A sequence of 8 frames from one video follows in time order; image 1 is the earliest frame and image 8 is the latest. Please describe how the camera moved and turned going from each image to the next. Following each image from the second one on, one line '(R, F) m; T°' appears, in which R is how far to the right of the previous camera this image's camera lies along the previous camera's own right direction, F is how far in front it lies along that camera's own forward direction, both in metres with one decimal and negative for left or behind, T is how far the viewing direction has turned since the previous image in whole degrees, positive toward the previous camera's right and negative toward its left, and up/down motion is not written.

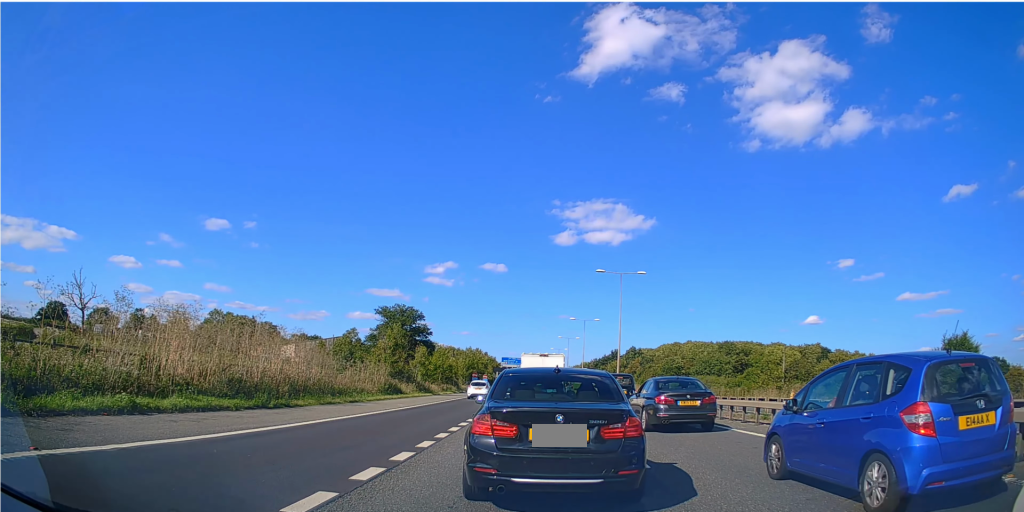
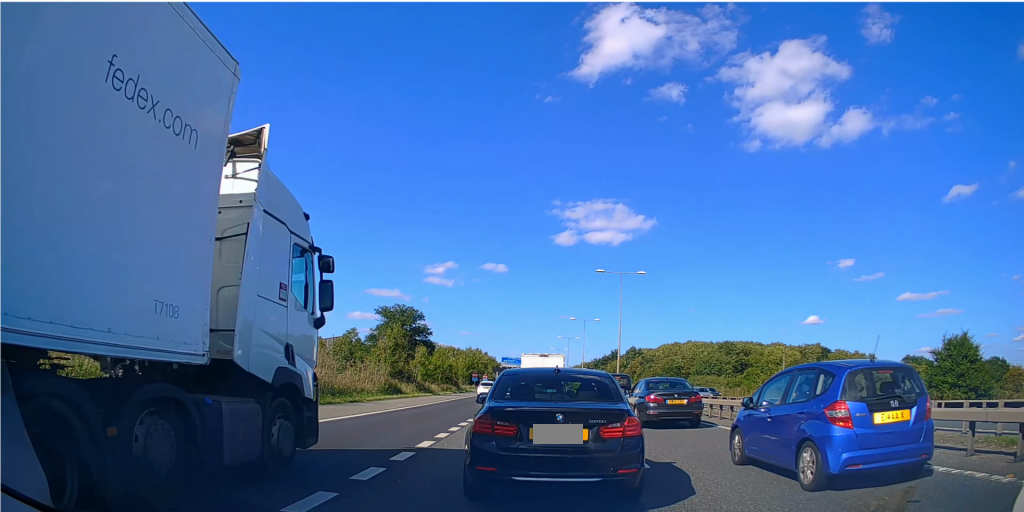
(0.0, 0.0) m; 0°
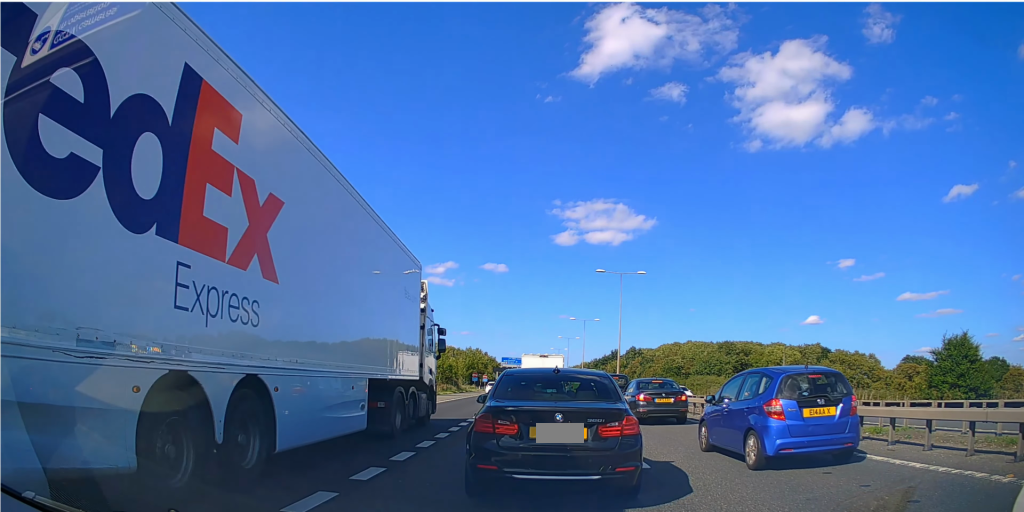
(0.0, 0.0) m; 0°
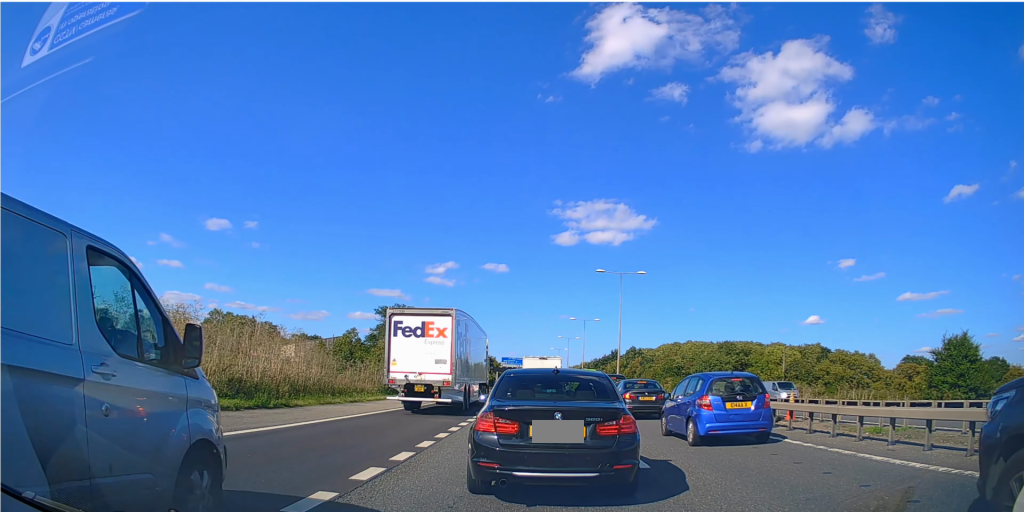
(0.0, 0.0) m; 0°
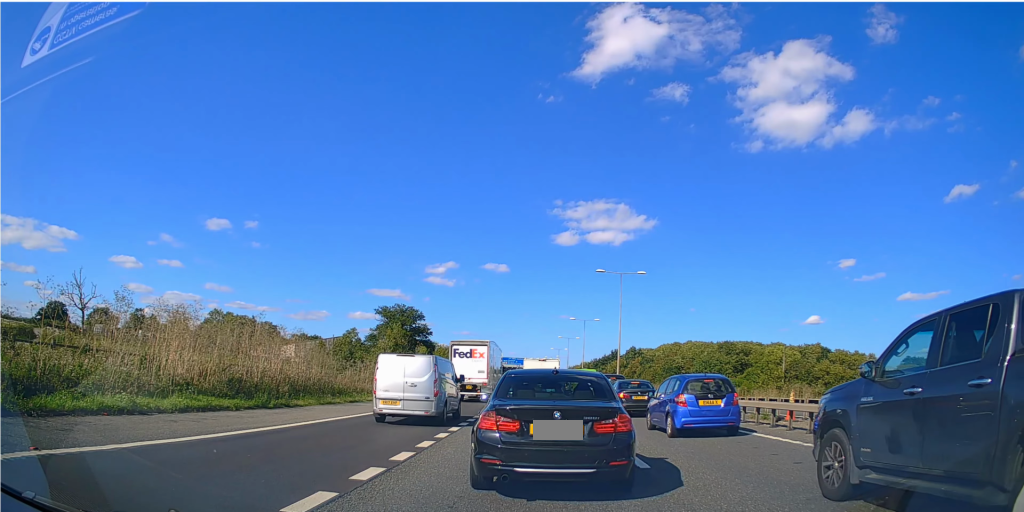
(0.0, 0.0) m; 0°
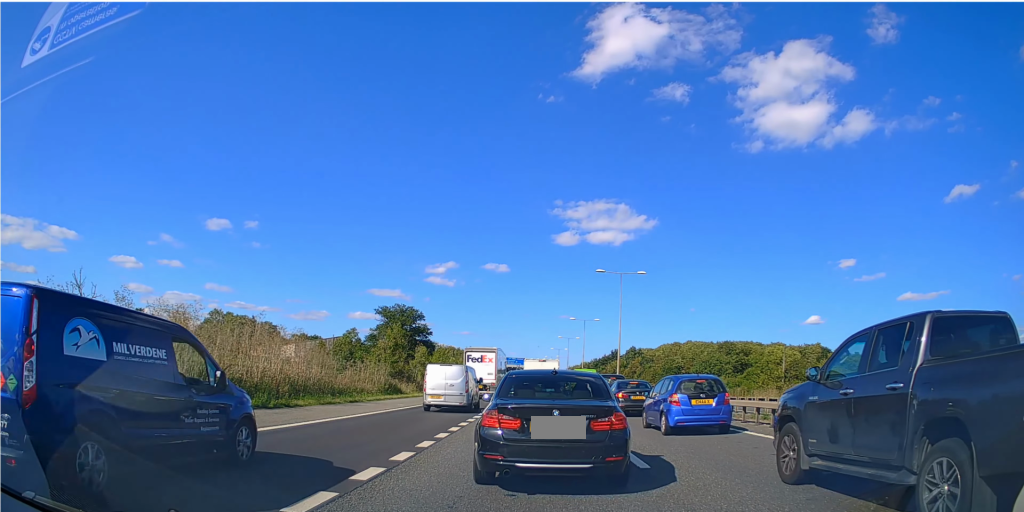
(0.0, 0.0) m; 0°
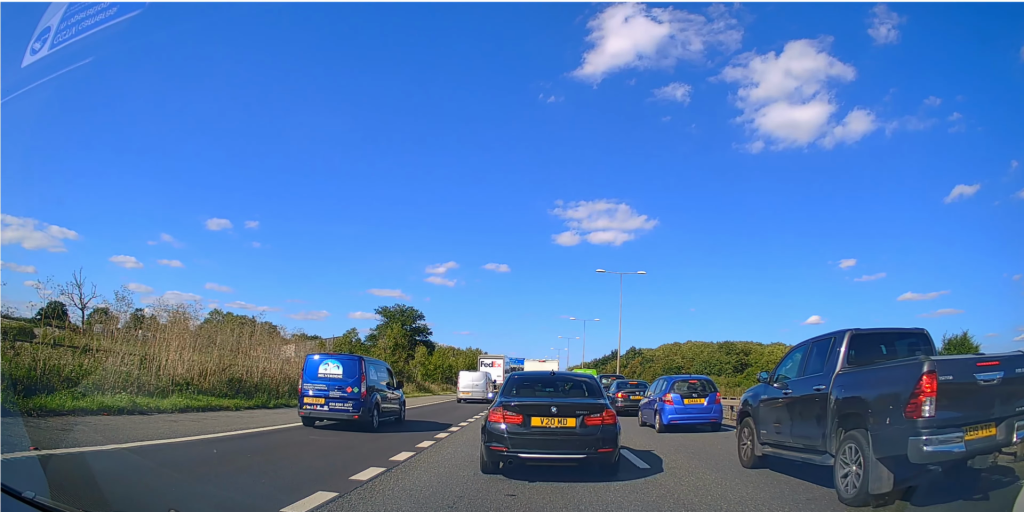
(0.0, 0.0) m; 0°
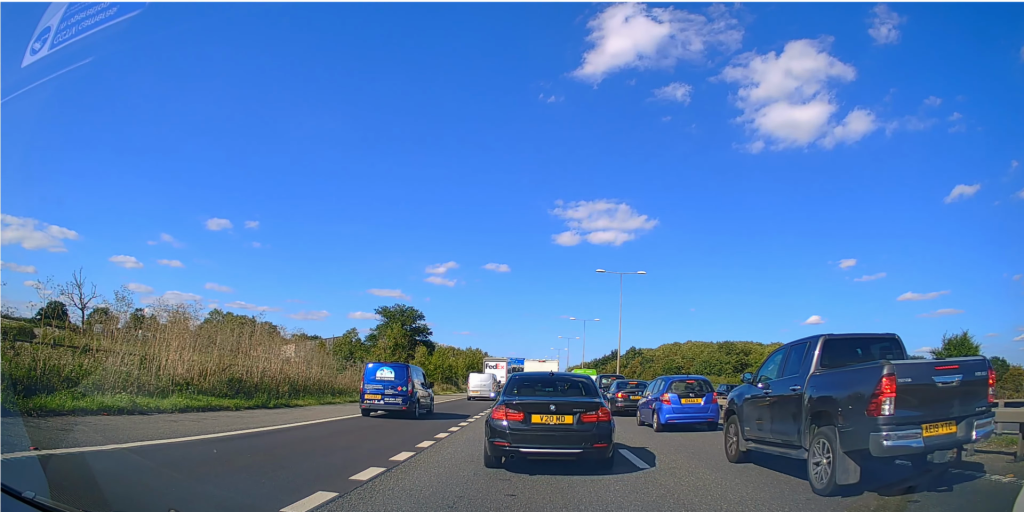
(0.0, 0.0) m; 0°
